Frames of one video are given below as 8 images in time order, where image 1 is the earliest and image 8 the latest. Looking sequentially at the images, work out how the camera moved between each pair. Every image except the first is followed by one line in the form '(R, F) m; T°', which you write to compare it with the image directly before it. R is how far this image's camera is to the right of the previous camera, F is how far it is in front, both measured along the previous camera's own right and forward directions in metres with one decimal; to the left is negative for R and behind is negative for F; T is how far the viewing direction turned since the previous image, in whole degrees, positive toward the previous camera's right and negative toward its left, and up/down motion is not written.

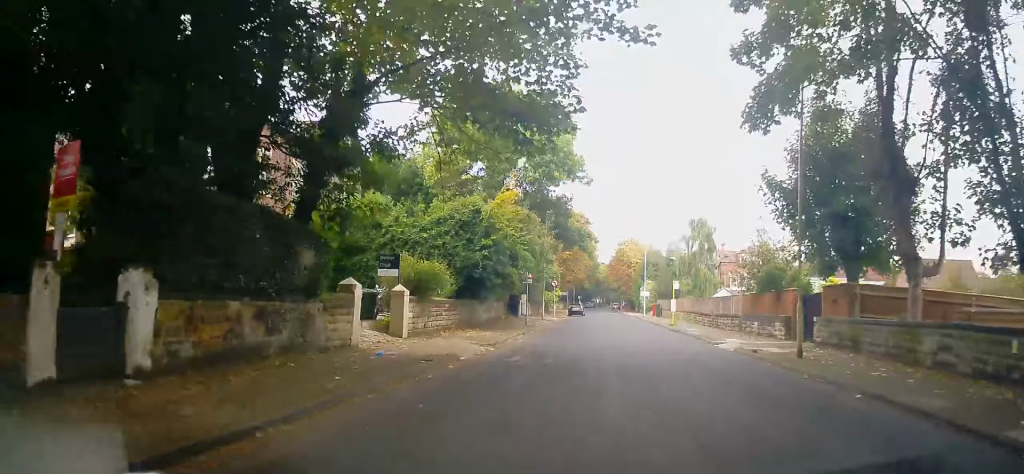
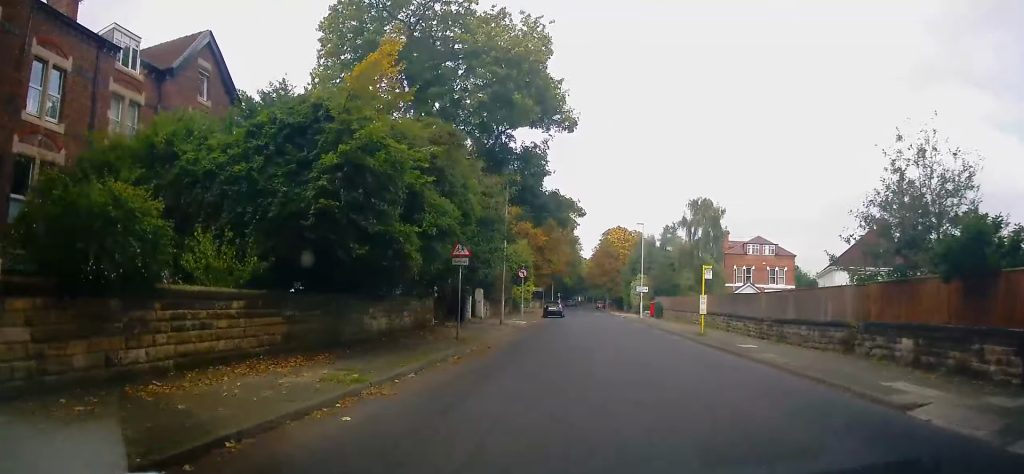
(0.0, +14.2) m; -3°
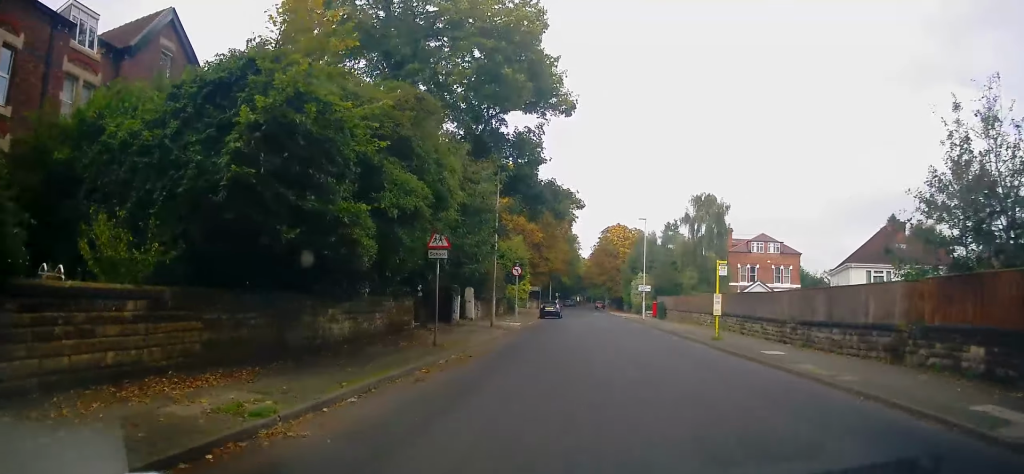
(0.0, +2.8) m; 0°
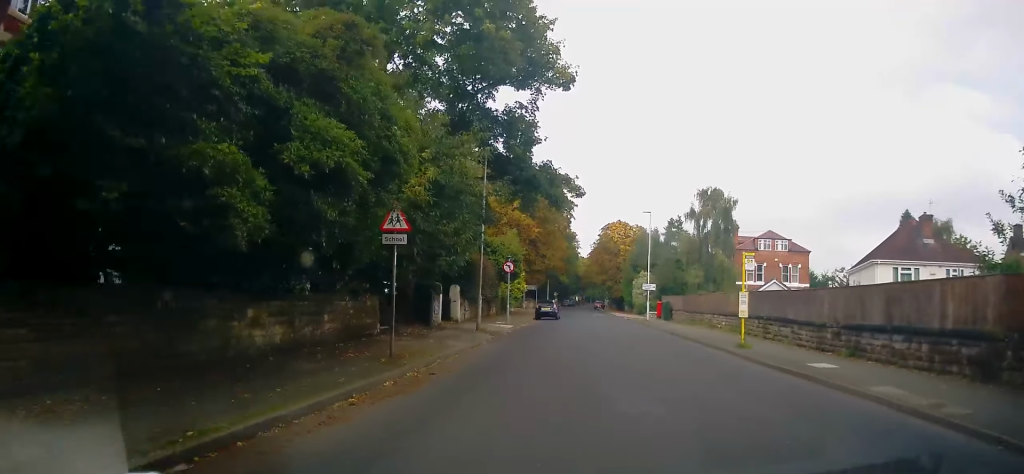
(0.0, +3.7) m; +1°
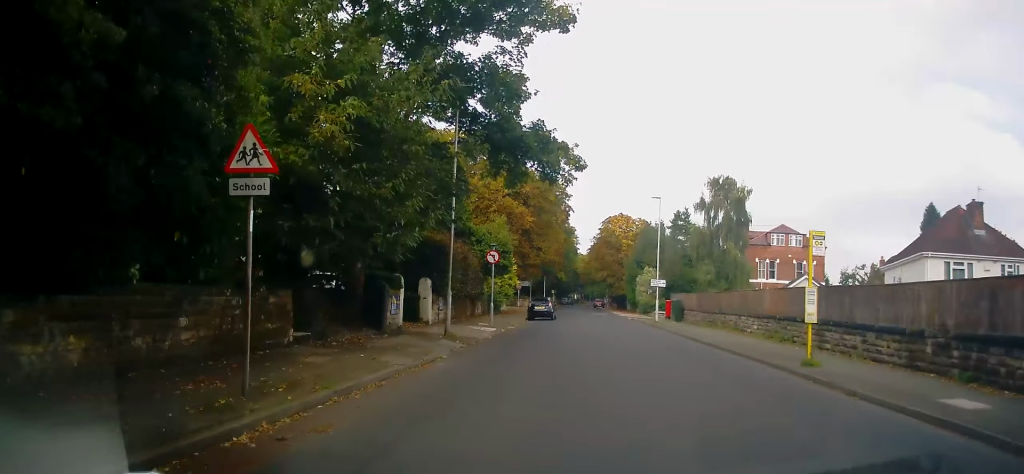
(+0.1, +5.7) m; +2°
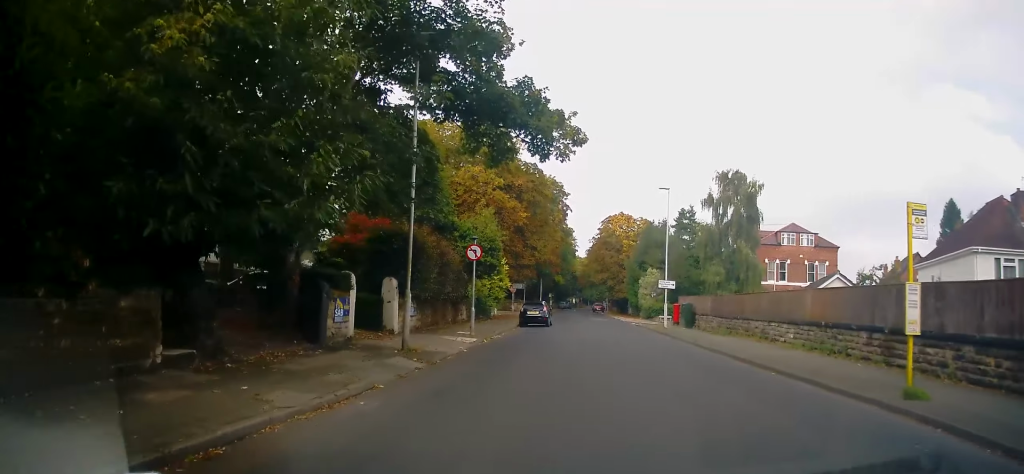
(+0.1, +4.5) m; +2°
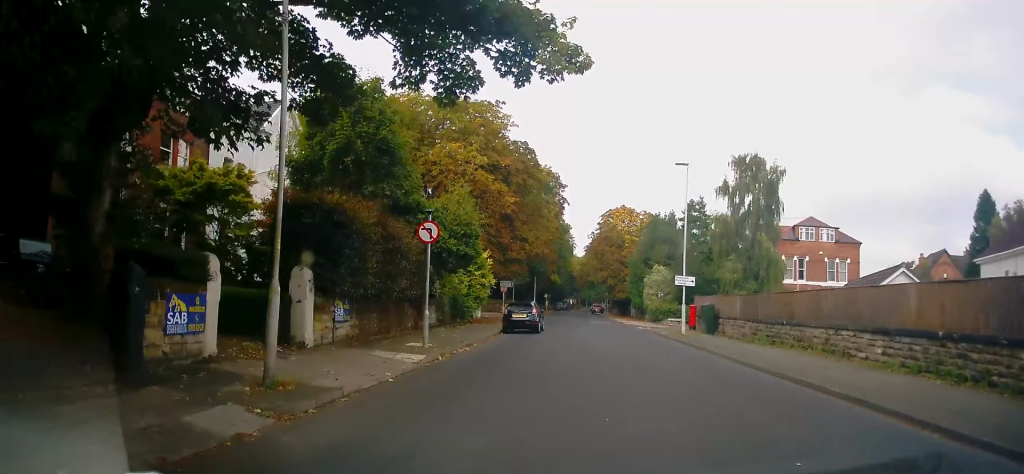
(+0.1, +6.6) m; +1°
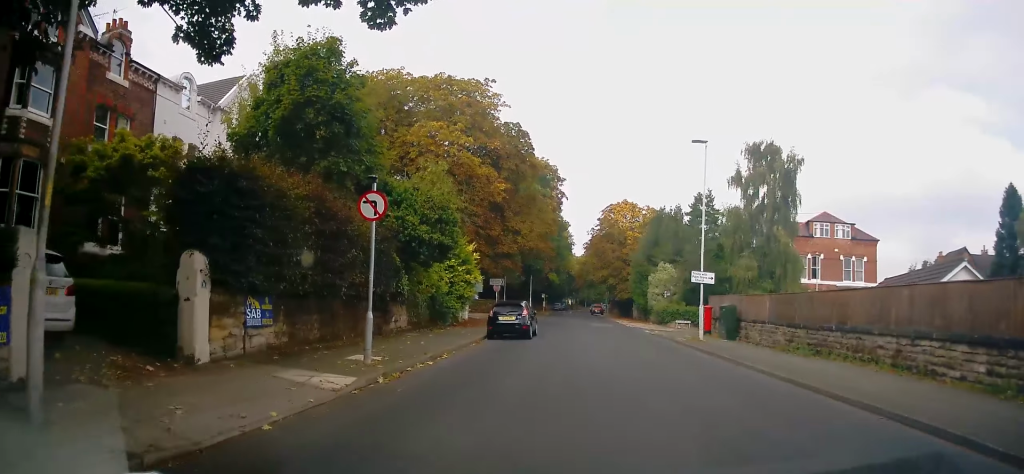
(+0.3, +4.4) m; -2°
